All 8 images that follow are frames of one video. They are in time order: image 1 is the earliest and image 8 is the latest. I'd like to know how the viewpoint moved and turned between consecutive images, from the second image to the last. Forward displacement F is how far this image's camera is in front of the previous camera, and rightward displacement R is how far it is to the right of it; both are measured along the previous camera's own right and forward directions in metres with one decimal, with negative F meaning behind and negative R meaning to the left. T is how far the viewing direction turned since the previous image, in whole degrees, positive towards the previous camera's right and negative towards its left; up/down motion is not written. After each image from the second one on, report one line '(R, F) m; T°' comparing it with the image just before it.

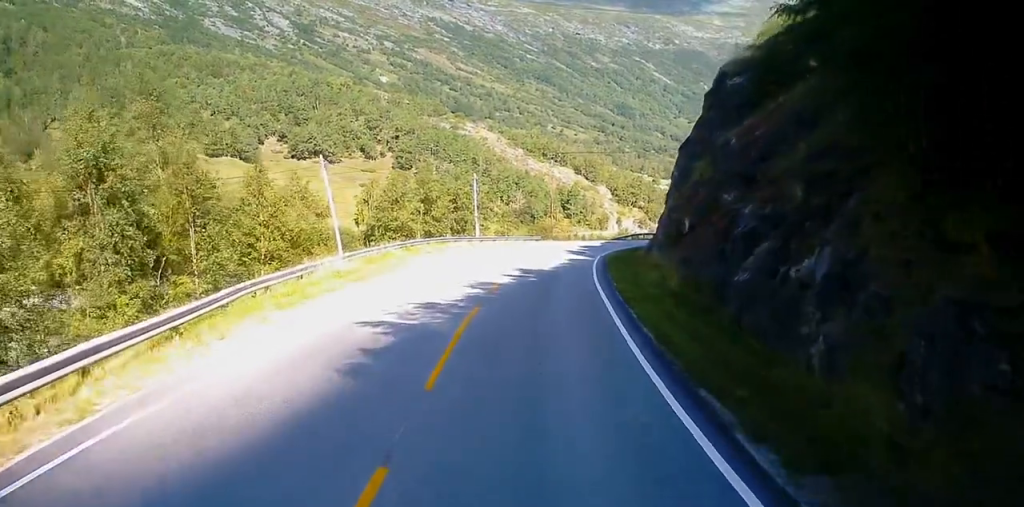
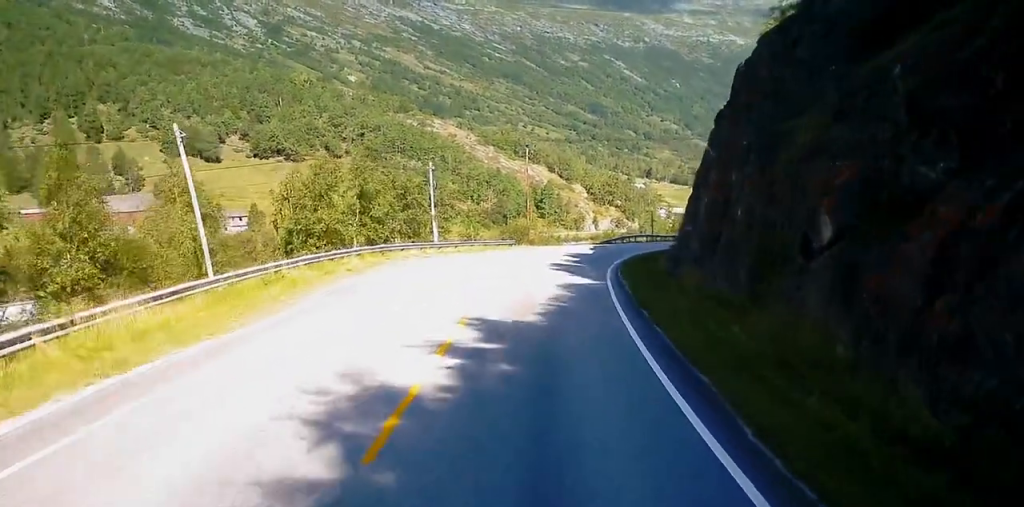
(+0.5, +15.5) m; +4°
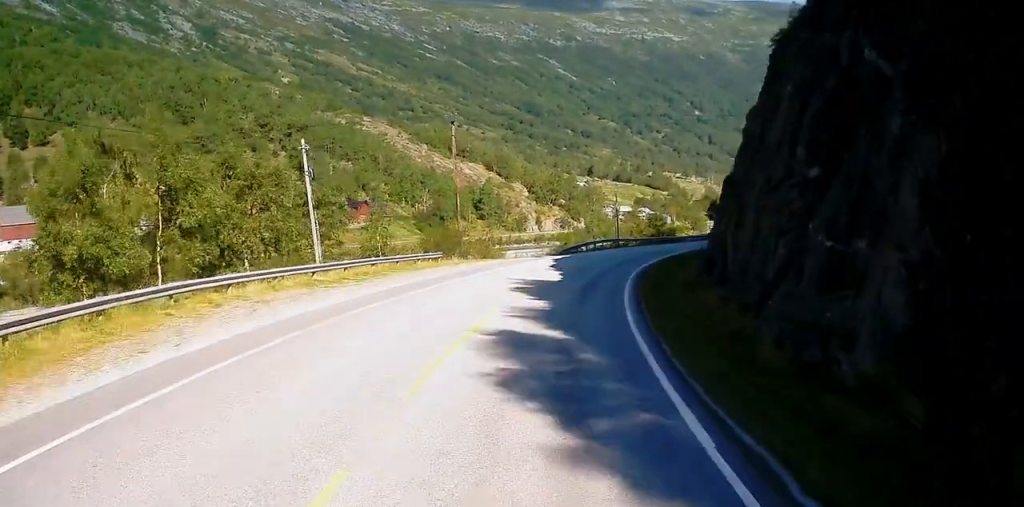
(+0.7, +21.1) m; +2°
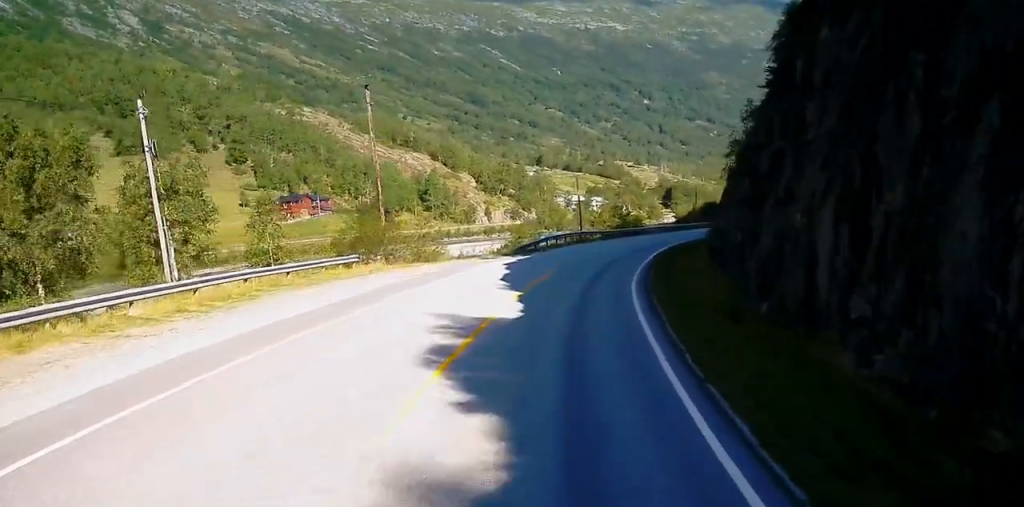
(0.0, +13.0) m; +3°
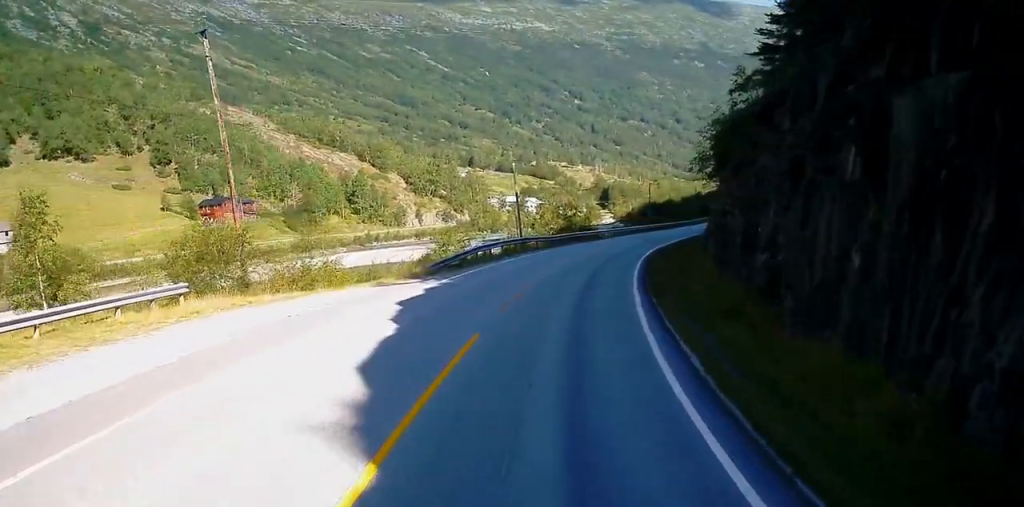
(+0.7, +14.2) m; +6°
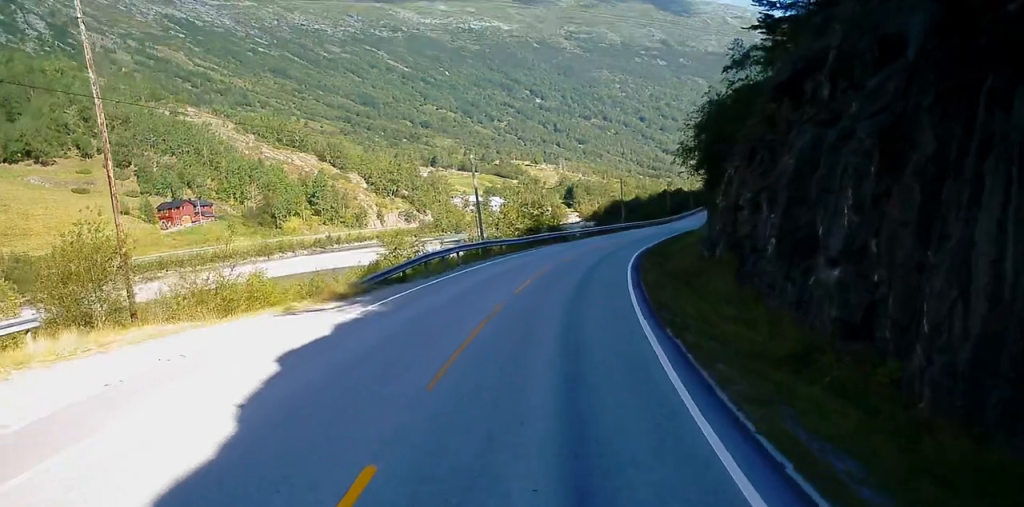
(+0.1, +7.0) m; +3°
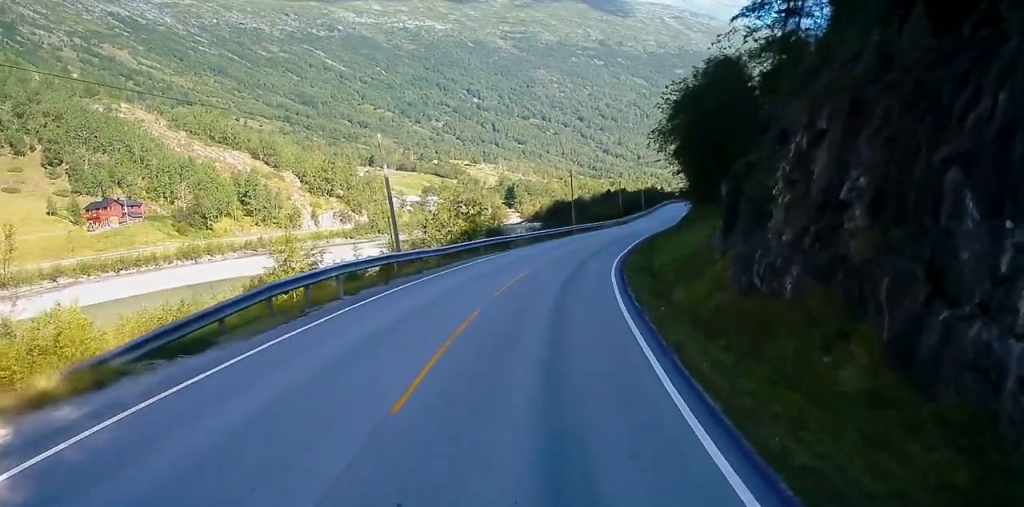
(+0.7, +12.3) m; +2°
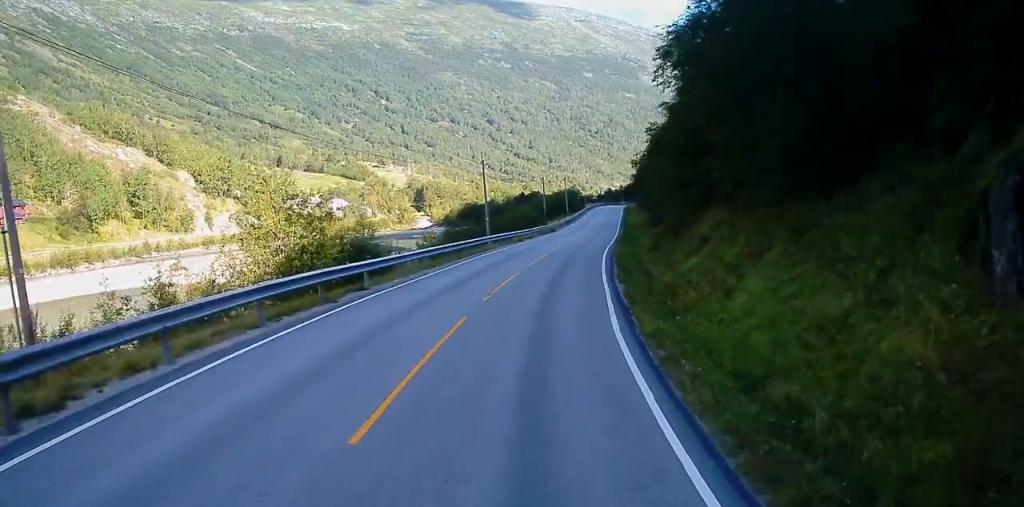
(+0.4, +24.1) m; +5°
